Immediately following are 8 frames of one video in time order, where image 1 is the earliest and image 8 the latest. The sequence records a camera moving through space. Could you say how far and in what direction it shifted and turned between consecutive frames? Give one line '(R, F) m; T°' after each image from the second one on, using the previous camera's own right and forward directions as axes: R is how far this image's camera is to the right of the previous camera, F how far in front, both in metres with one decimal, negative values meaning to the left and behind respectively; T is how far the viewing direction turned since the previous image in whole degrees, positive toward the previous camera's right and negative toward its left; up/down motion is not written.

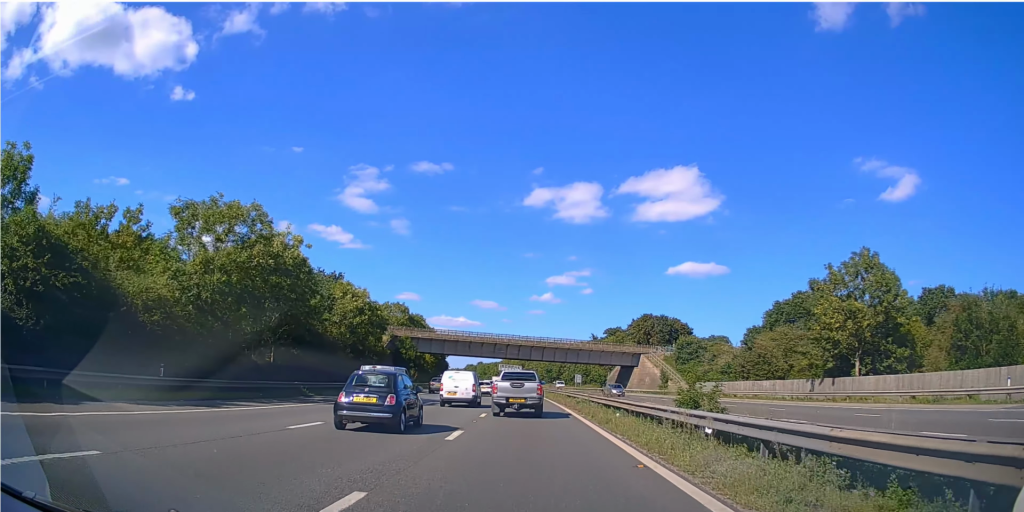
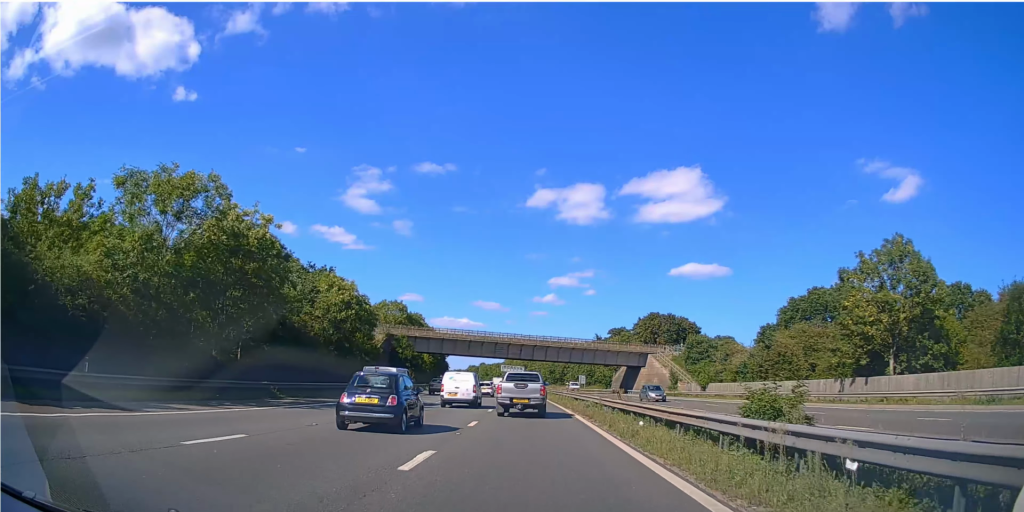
(0.0, +4.7) m; -1°
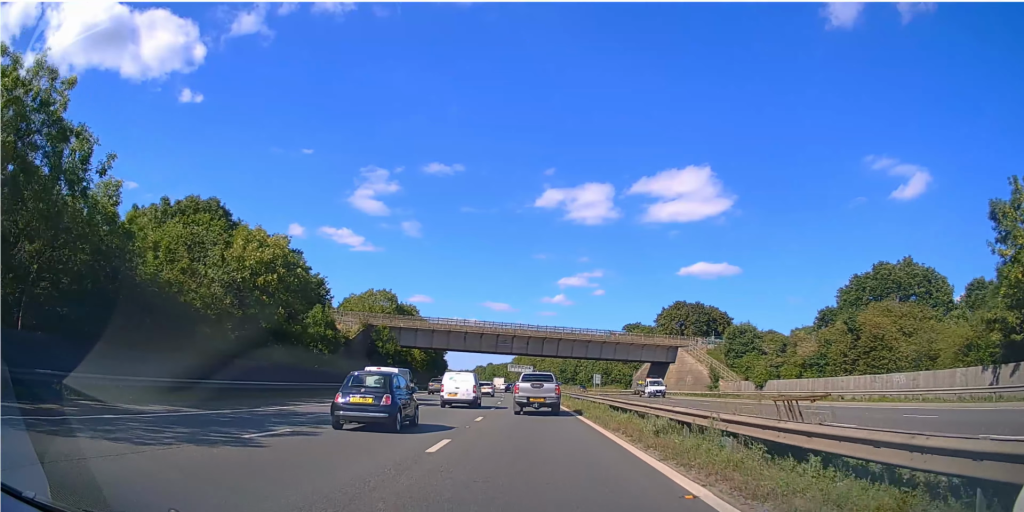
(-0.3, +15.8) m; -1°
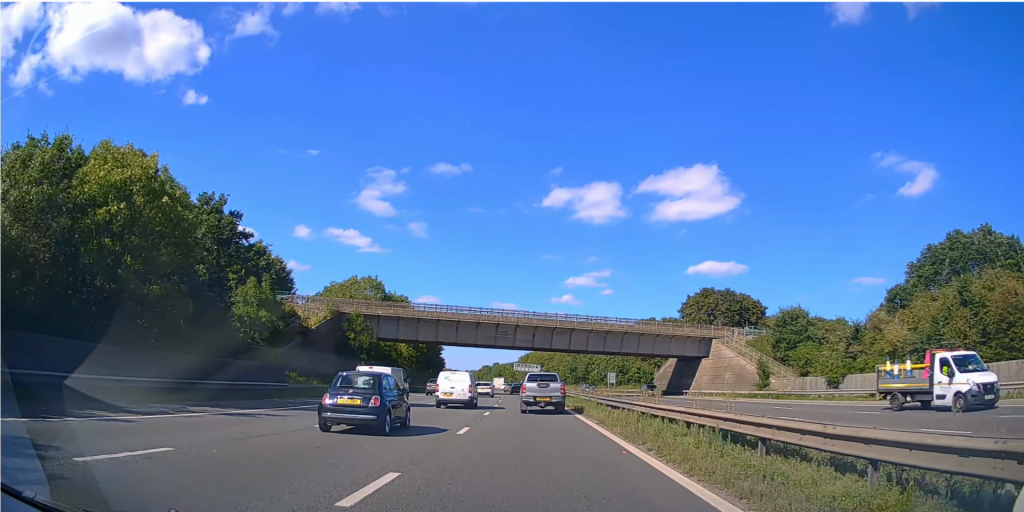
(+0.1, +13.7) m; 0°
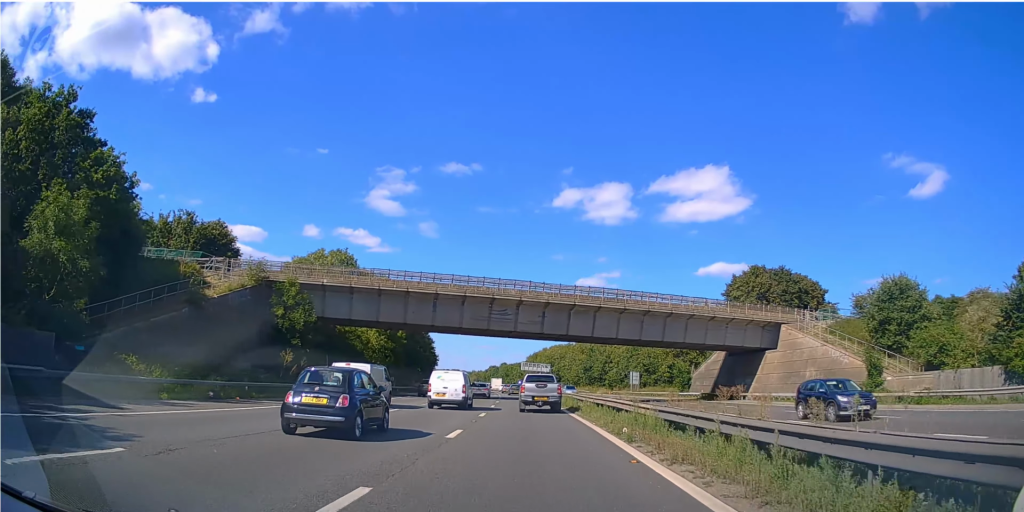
(-0.2, +18.9) m; -1°
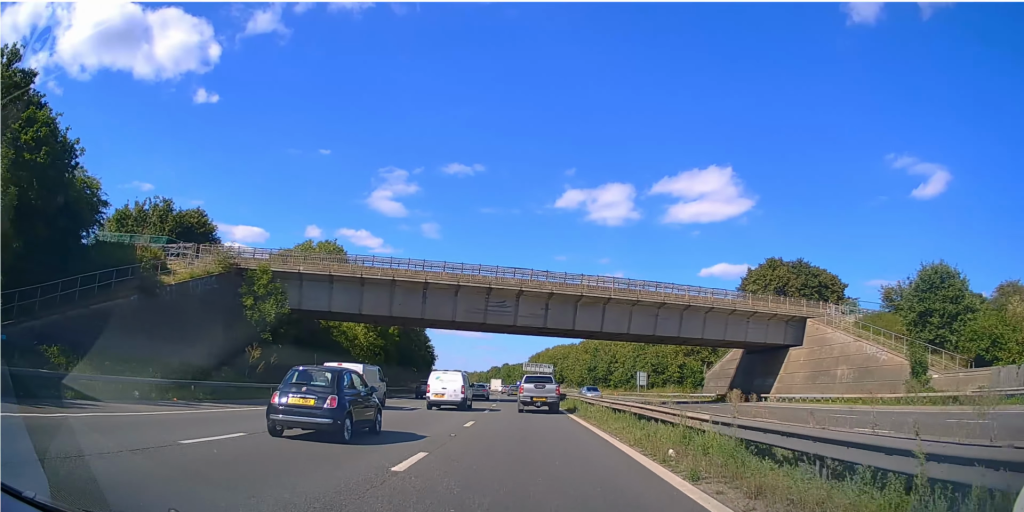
(0.0, +5.2) m; 0°
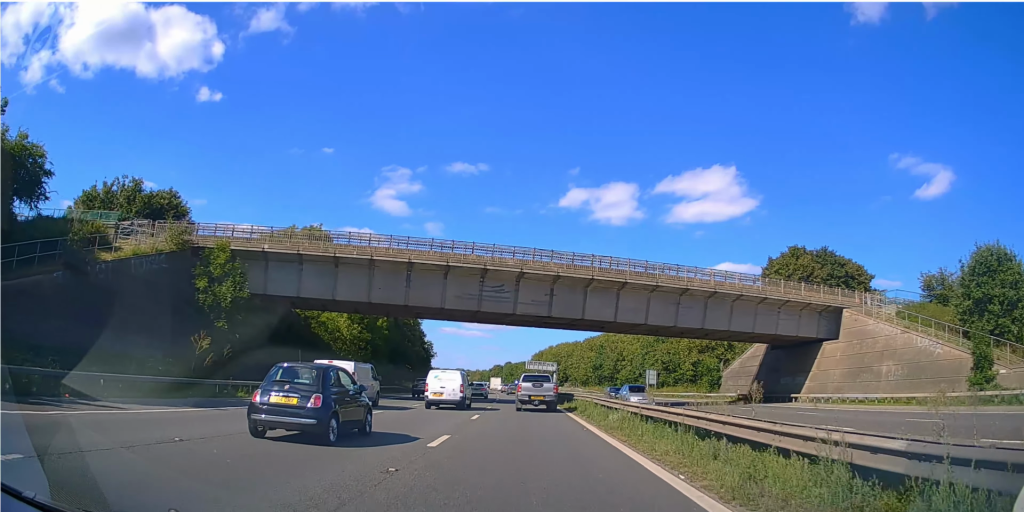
(0.0, +6.0) m; 0°
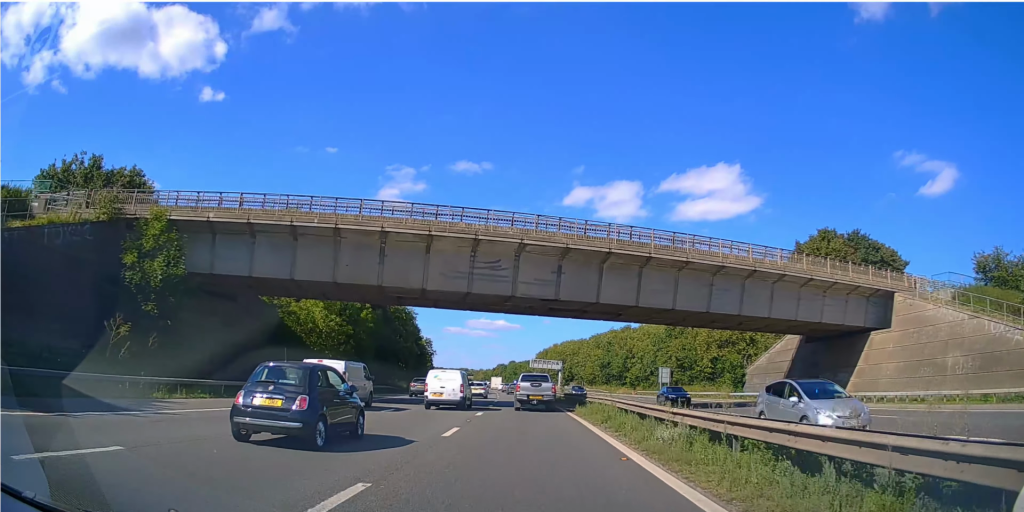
(0.0, +6.9) m; 0°
